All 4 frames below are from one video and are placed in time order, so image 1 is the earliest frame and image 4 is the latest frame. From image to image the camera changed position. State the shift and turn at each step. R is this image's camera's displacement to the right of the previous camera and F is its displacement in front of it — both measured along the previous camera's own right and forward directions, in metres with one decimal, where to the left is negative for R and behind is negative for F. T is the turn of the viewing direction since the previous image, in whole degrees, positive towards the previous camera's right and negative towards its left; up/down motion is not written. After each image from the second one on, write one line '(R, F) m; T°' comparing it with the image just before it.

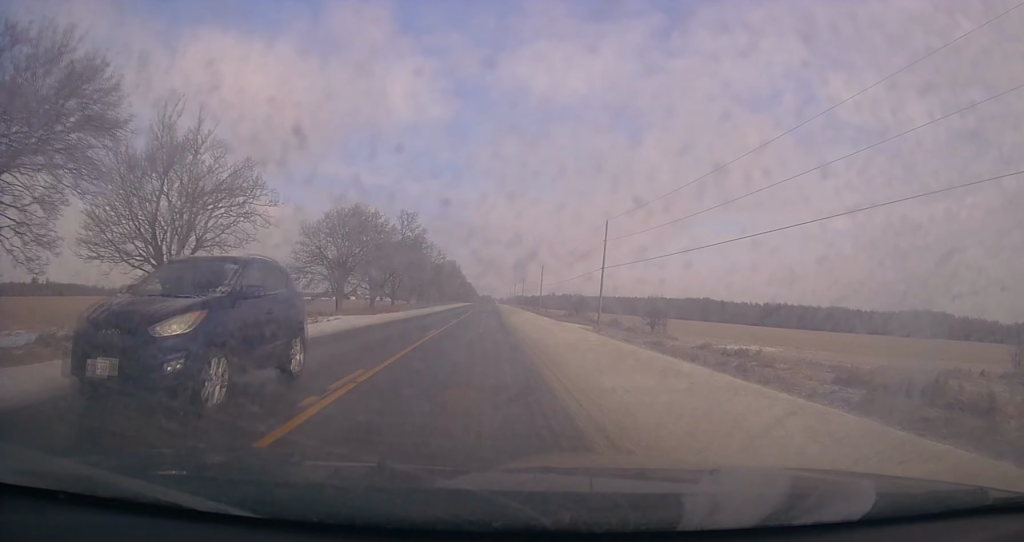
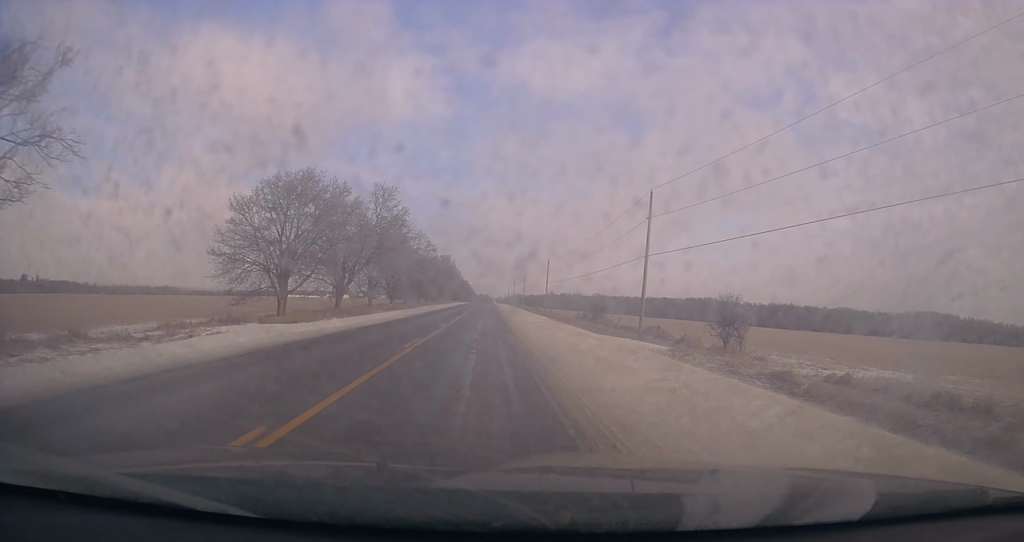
(-0.1, +16.9) m; -1°
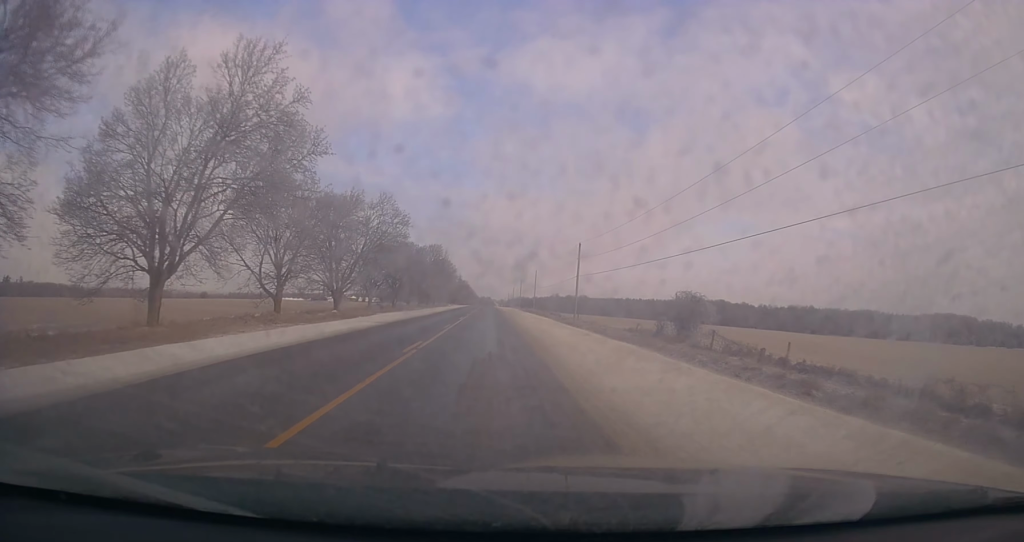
(-0.3, +36.7) m; 0°
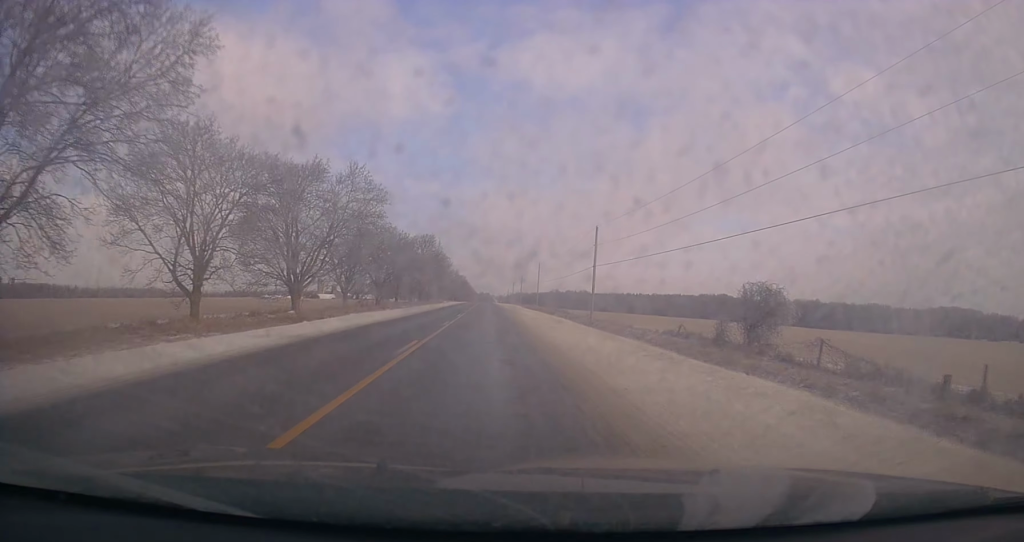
(+0.3, +12.7) m; +1°
